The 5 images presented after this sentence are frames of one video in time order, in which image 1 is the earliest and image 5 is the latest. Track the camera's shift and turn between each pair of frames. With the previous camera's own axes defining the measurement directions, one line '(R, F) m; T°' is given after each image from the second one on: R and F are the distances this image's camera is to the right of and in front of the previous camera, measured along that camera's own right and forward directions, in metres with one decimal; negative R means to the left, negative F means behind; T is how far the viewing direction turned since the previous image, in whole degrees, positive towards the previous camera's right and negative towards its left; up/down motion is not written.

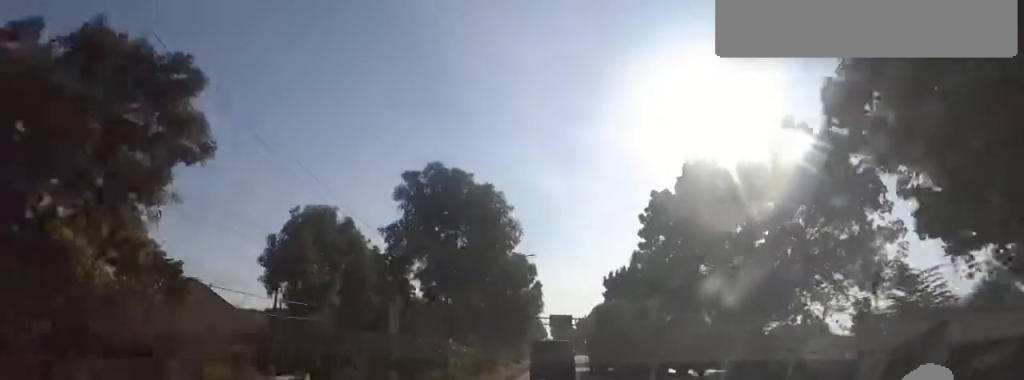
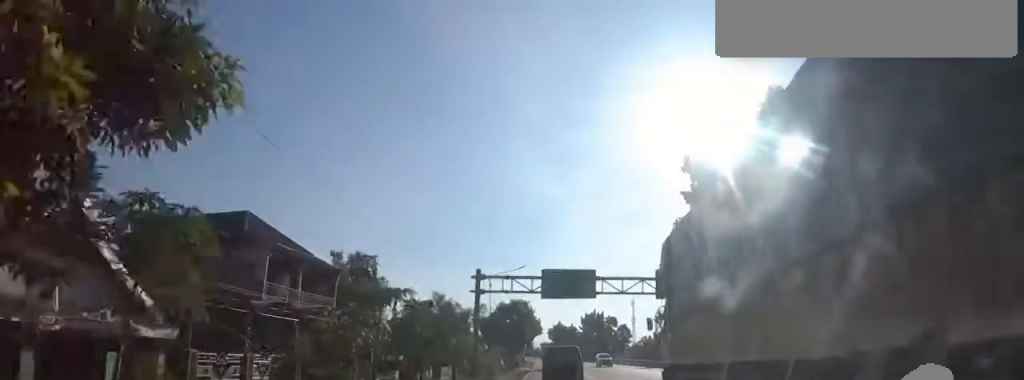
(+2.6, +43.6) m; +4°
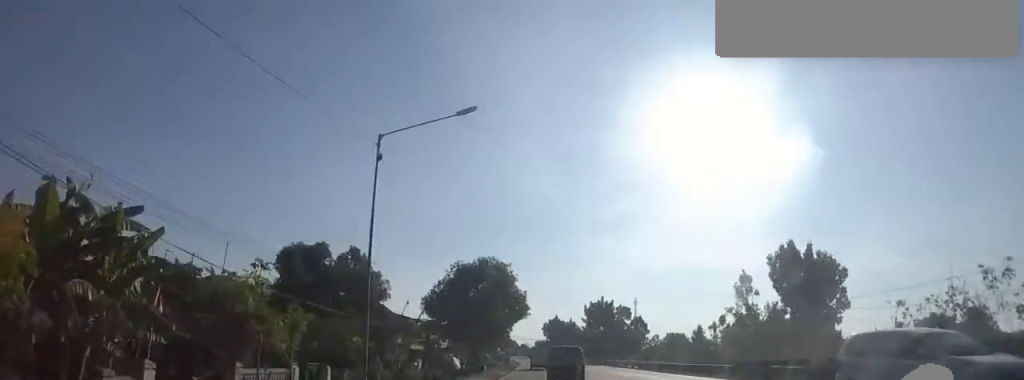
(+0.7, +29.7) m; 0°
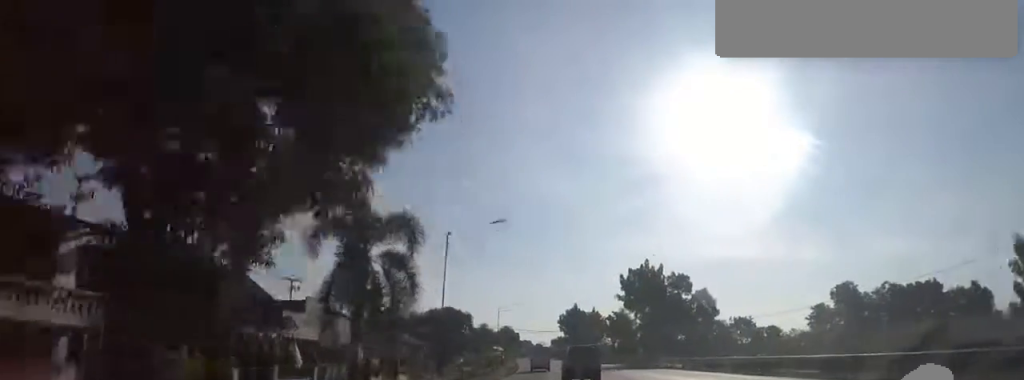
(-2.5, +37.3) m; -3°
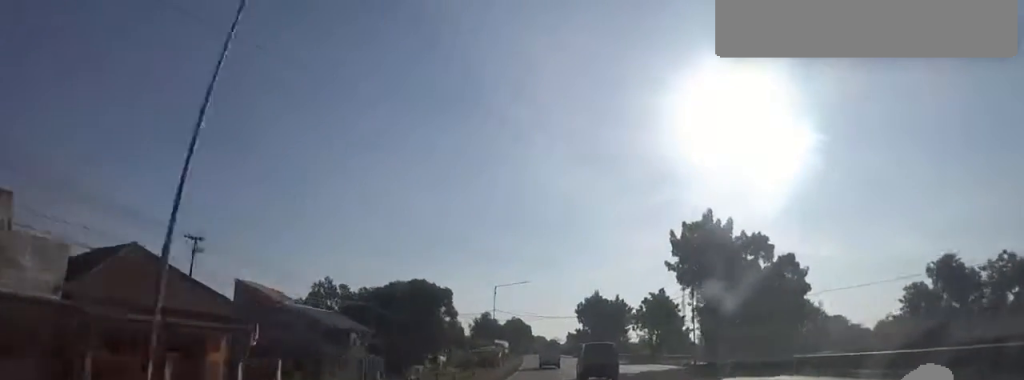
(+0.1, +22.1) m; 0°
